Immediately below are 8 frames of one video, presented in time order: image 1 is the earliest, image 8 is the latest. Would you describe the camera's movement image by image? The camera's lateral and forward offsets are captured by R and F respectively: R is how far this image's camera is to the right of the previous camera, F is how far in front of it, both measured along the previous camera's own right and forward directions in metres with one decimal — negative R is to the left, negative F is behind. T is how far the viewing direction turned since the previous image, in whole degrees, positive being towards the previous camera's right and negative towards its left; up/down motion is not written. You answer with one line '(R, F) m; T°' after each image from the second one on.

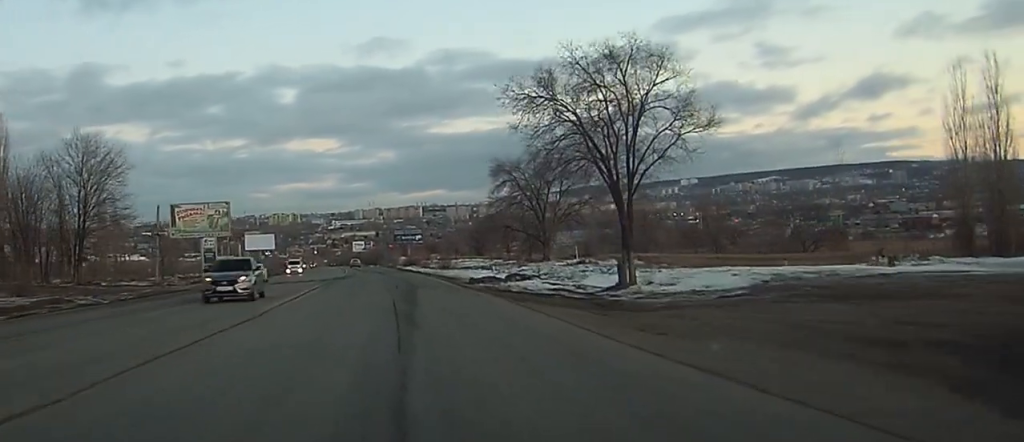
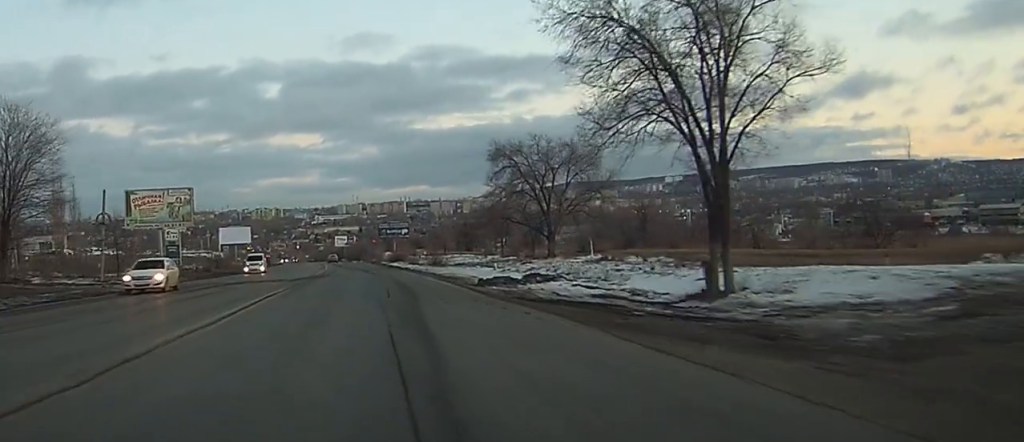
(+0.3, +10.3) m; +3°
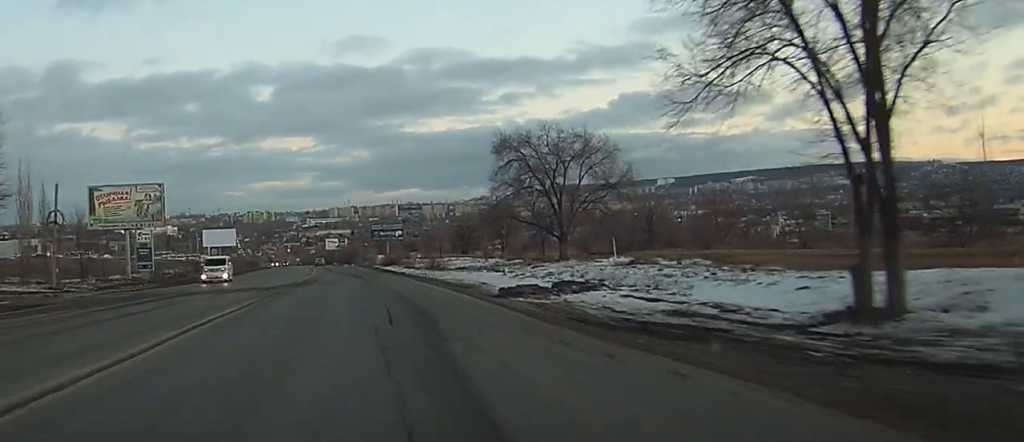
(+0.2, +8.2) m; +1°
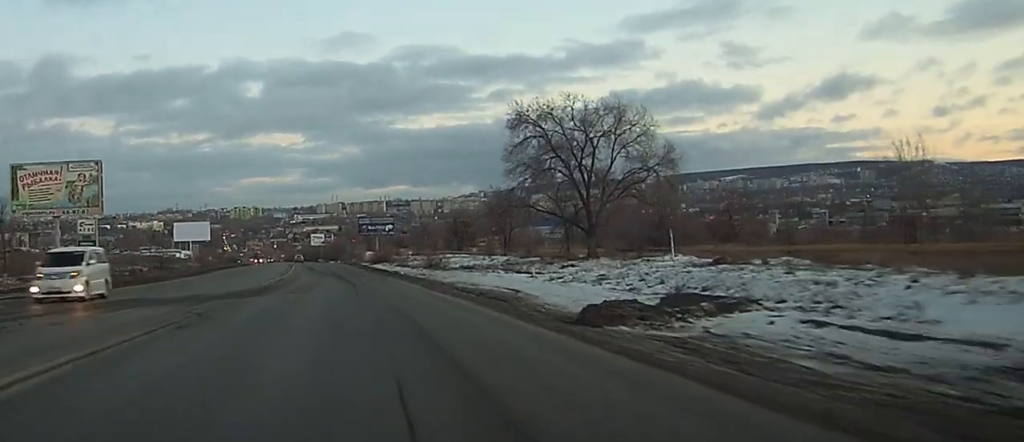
(+0.1, +14.0) m; +1°
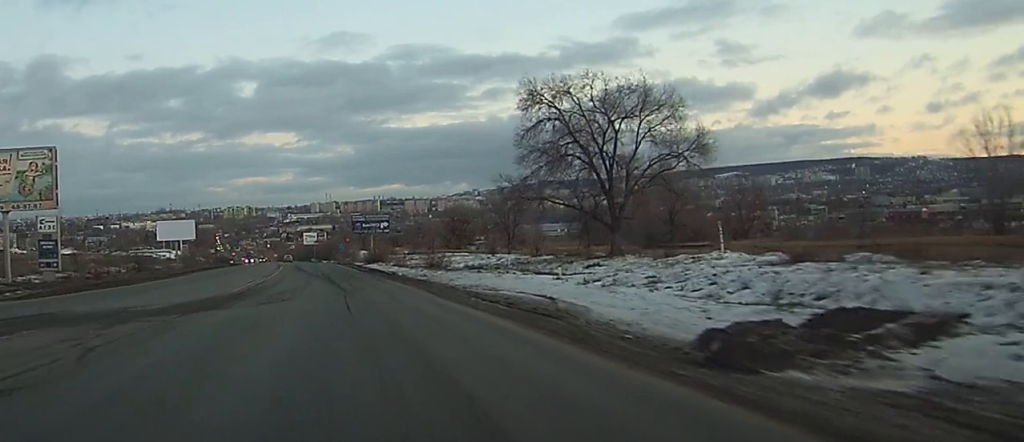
(+0.1, +7.8) m; +1°
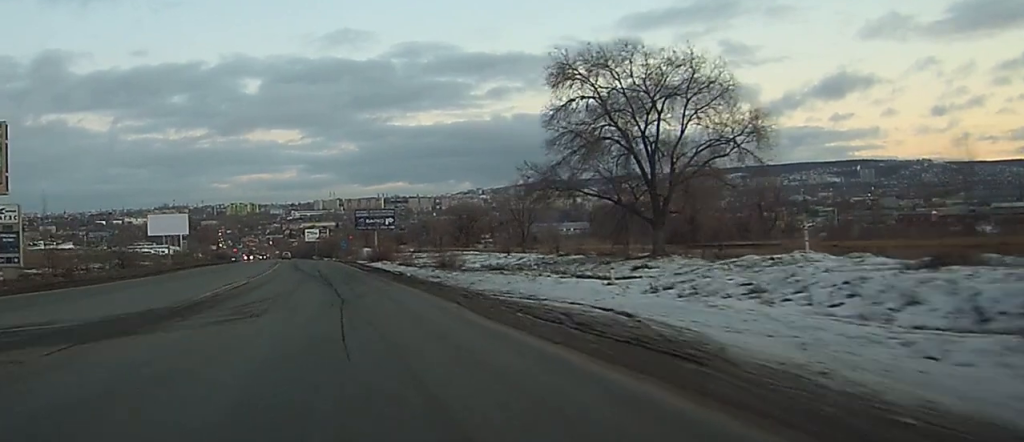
(+0.1, +7.9) m; +1°
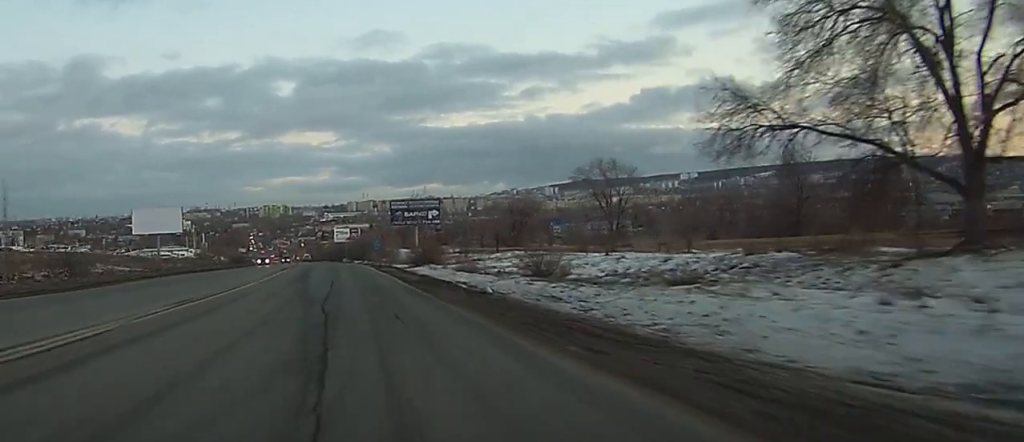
(-0.1, +25.3) m; -1°
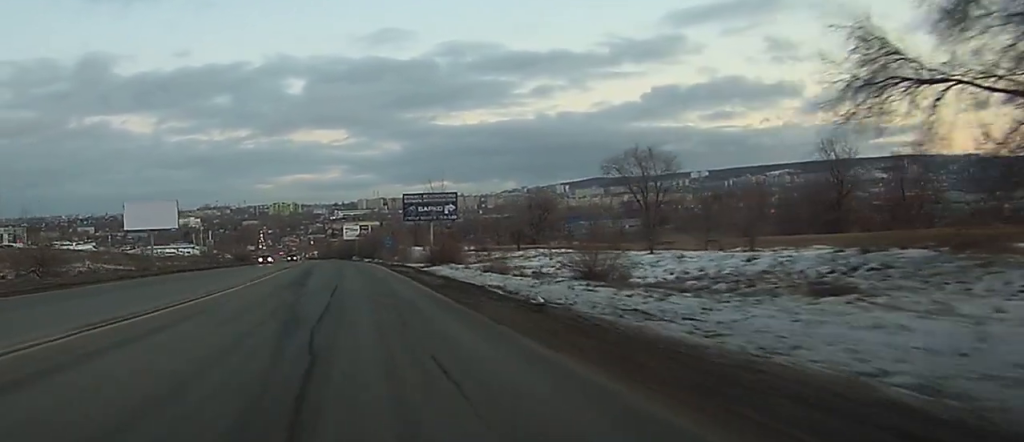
(0.0, +7.6) m; 0°
